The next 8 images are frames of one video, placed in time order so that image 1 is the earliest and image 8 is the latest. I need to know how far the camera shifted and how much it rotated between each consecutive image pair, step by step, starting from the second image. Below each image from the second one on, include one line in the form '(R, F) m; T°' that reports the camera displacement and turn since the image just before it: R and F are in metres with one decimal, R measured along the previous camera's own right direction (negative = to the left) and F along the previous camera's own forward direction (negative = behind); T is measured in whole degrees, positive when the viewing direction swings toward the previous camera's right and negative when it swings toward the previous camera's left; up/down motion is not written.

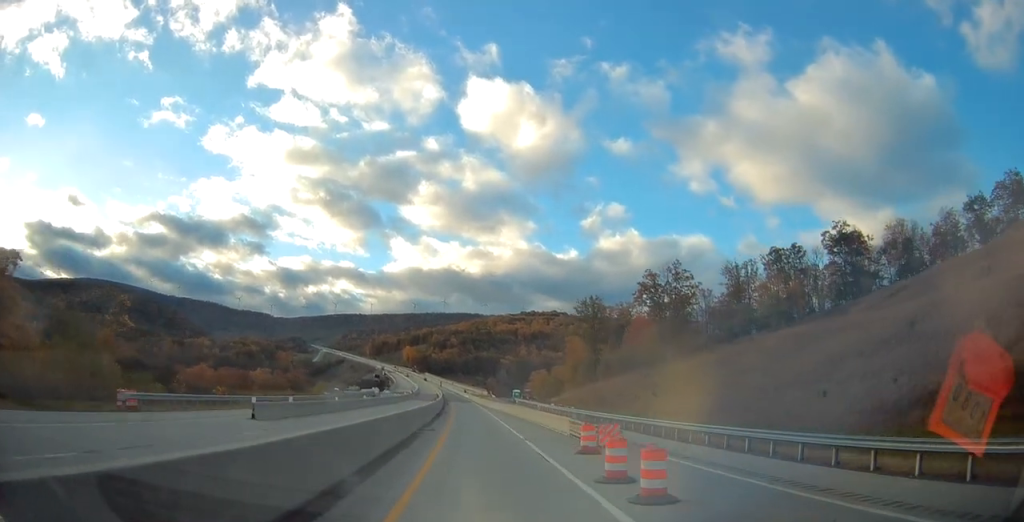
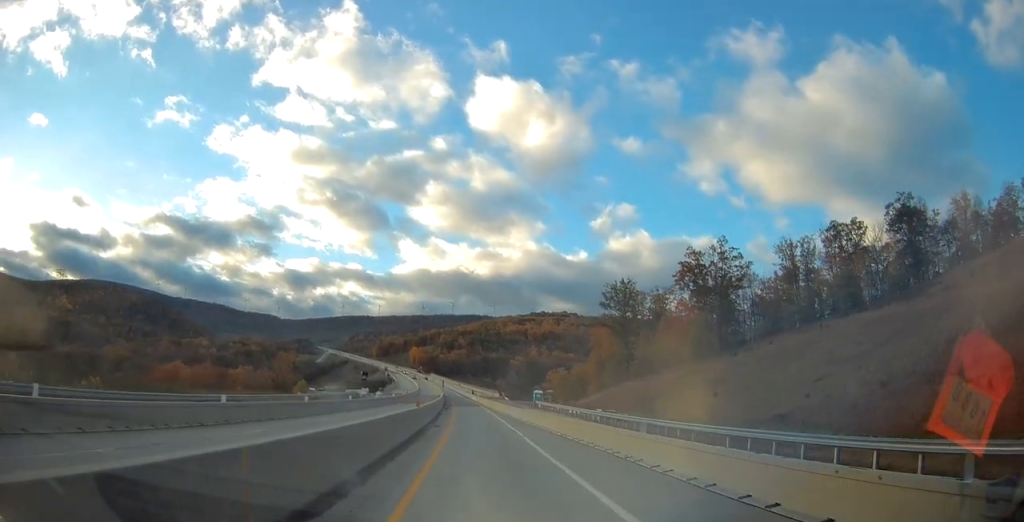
(-0.3, +23.0) m; -1°
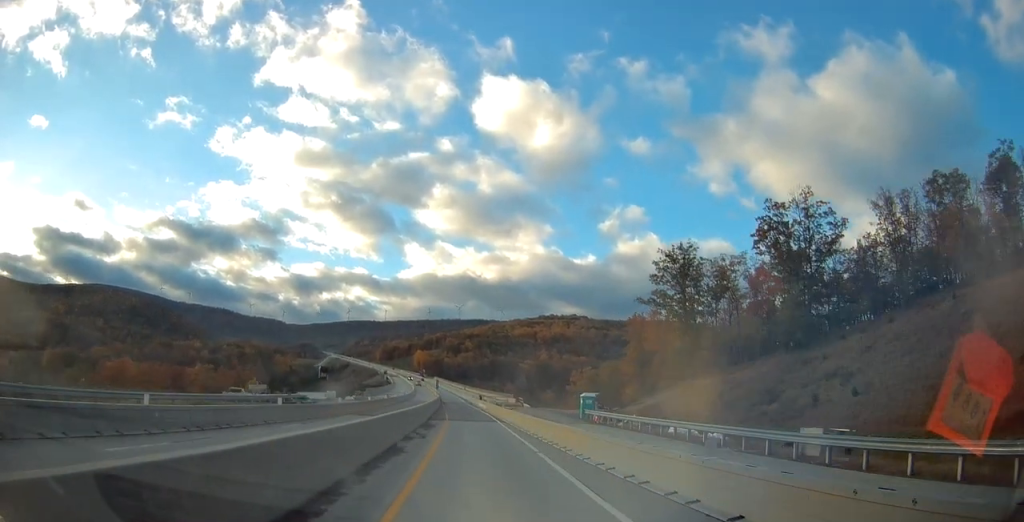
(-0.3, +32.1) m; -1°
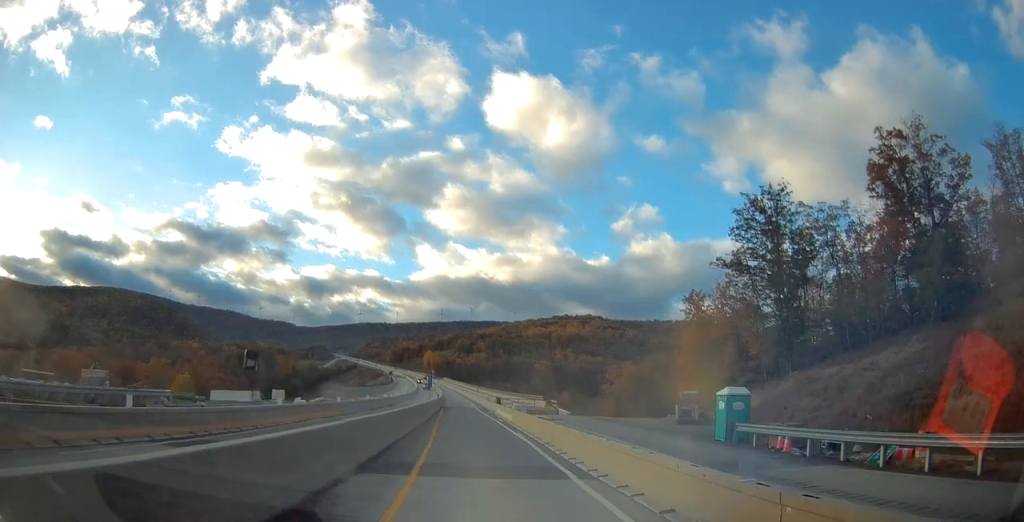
(-0.2, +27.2) m; -1°
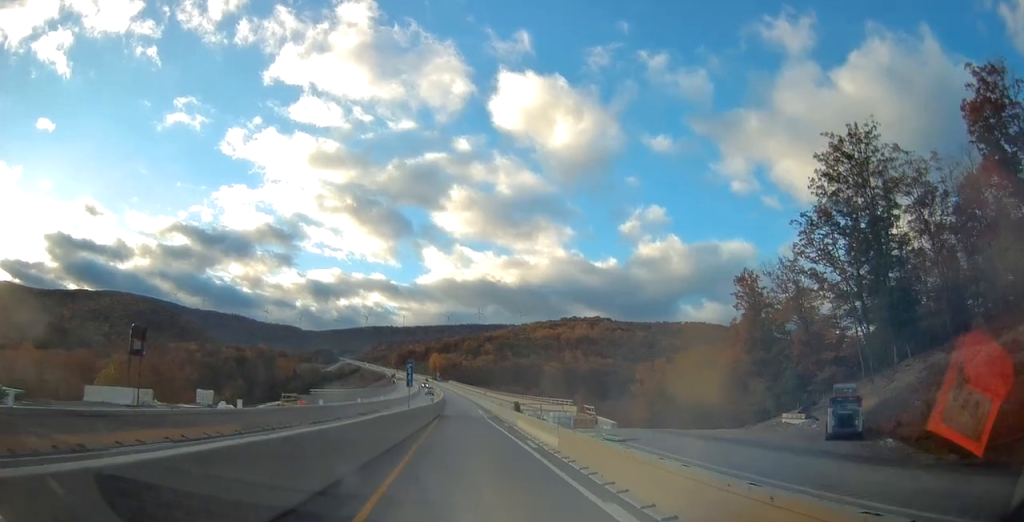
(-0.1, +17.5) m; -1°
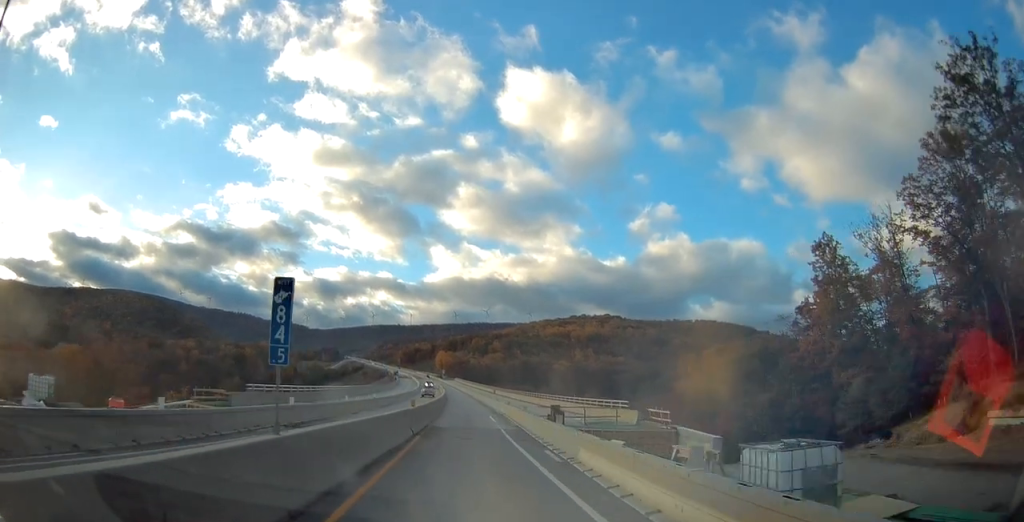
(-0.2, +18.6) m; -1°
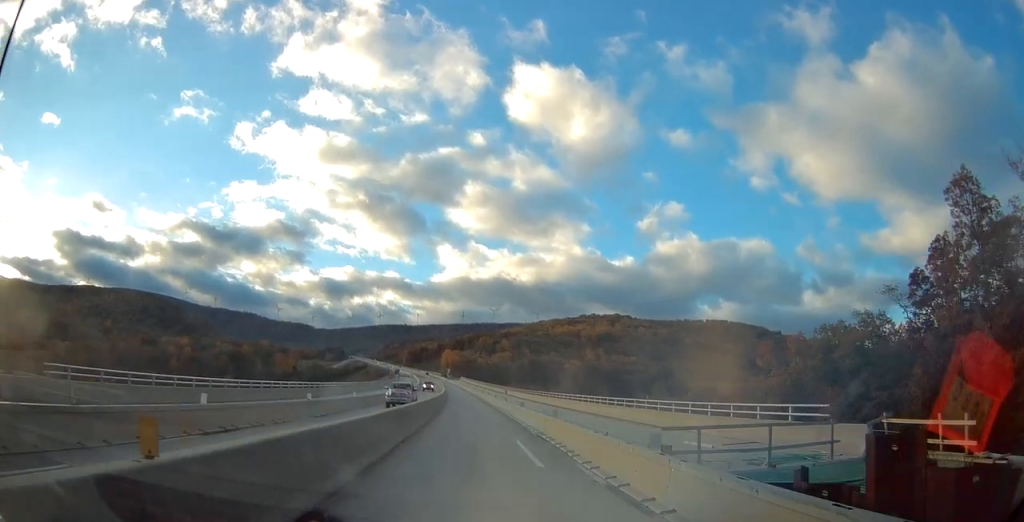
(-0.1, +22.0) m; -1°
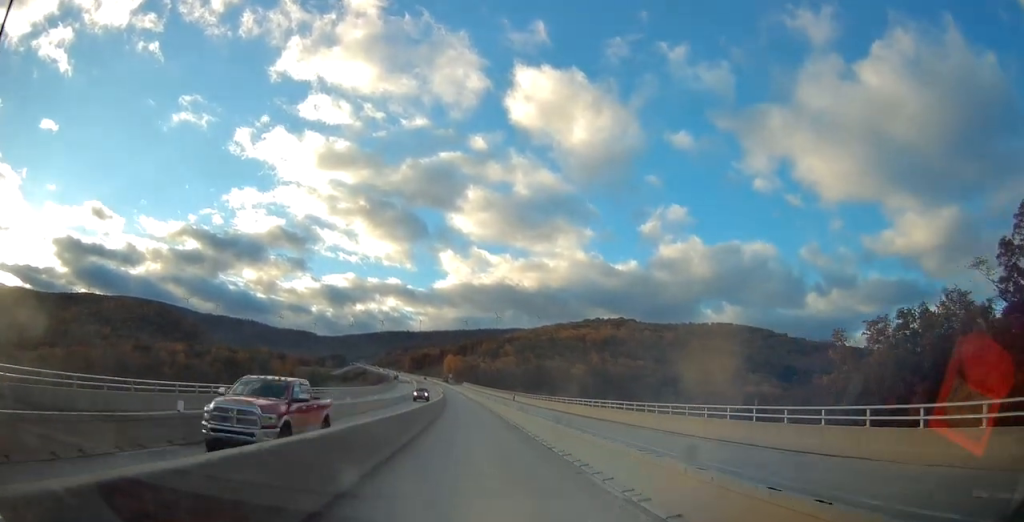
(0.0, +14.3) m; 0°
